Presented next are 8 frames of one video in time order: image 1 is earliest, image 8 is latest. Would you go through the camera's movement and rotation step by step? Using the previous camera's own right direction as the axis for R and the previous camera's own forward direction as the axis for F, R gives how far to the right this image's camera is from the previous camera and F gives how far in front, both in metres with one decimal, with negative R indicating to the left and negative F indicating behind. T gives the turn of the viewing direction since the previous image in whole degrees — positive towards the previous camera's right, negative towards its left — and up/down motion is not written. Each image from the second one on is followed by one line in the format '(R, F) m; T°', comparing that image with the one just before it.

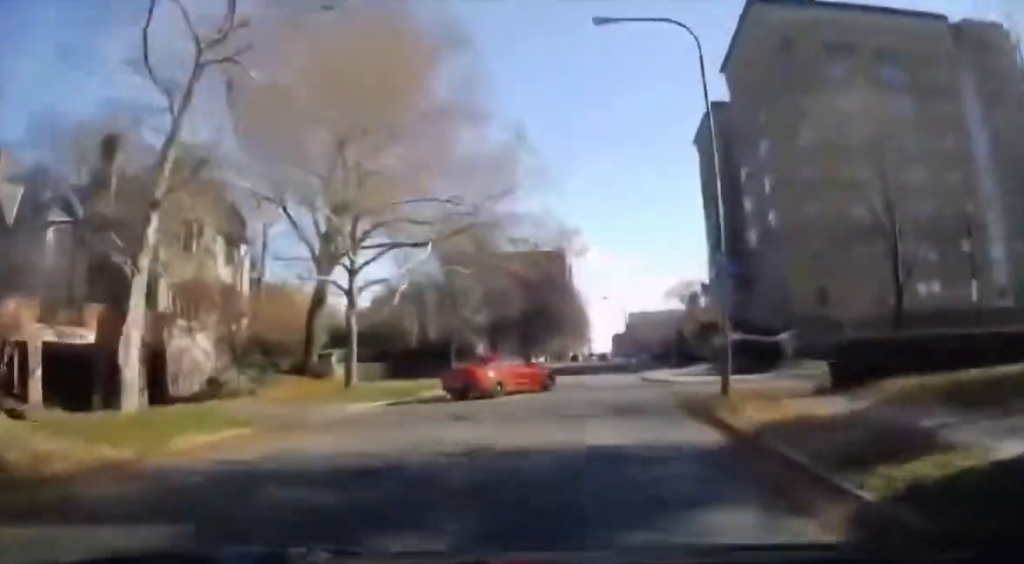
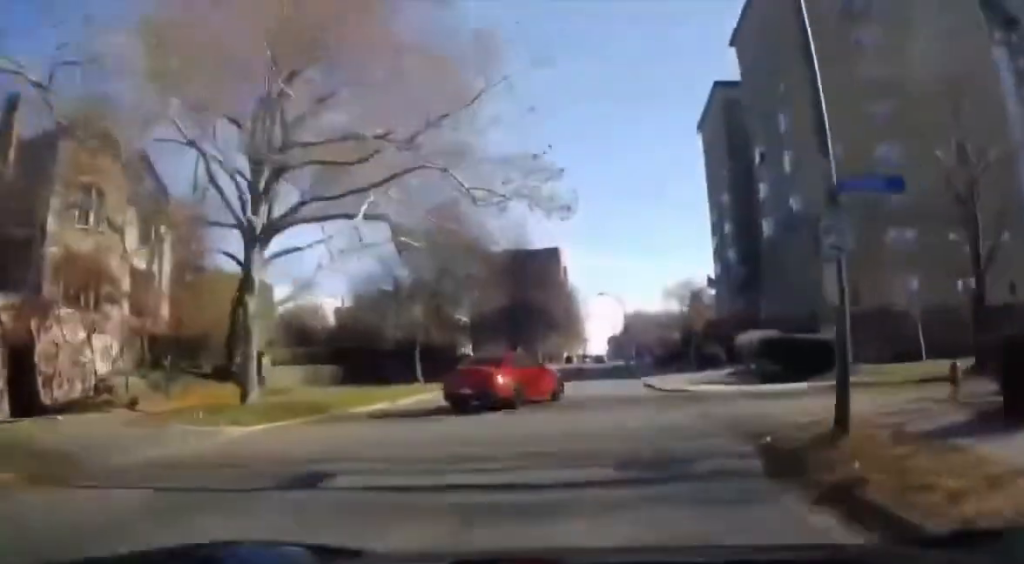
(-0.1, +6.9) m; -1°
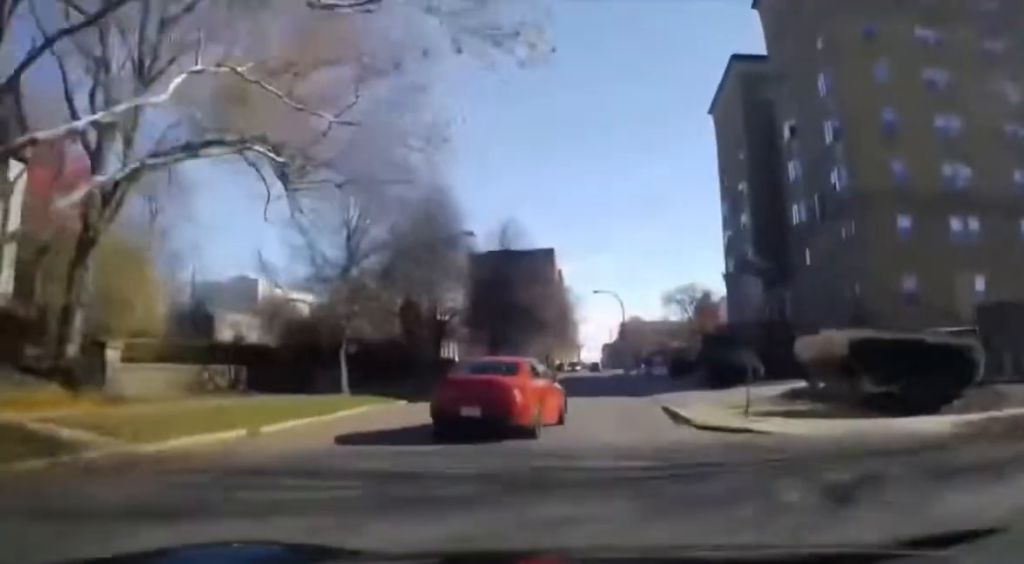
(-0.2, +8.9) m; -1°
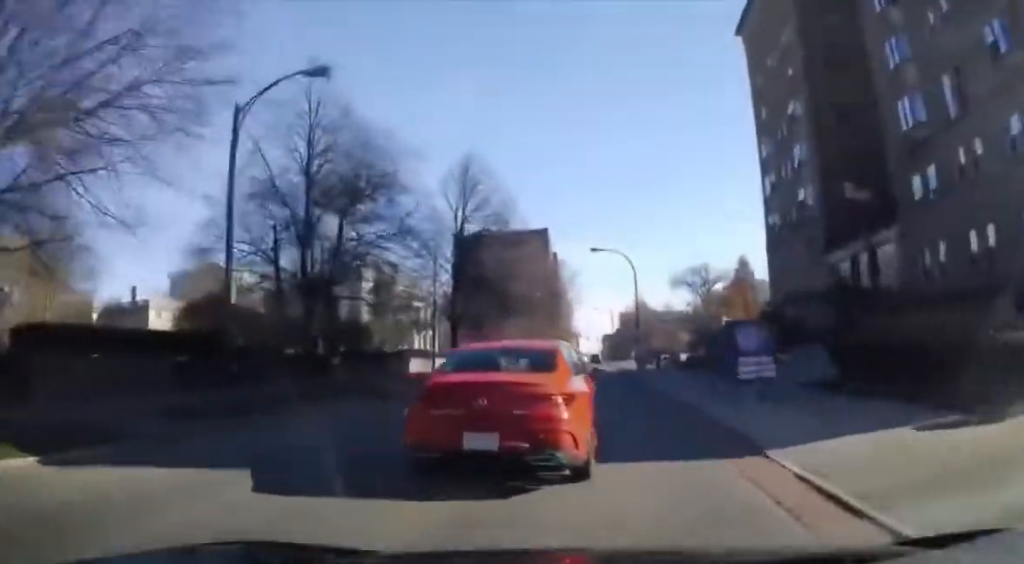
(0.0, +19.1) m; 0°
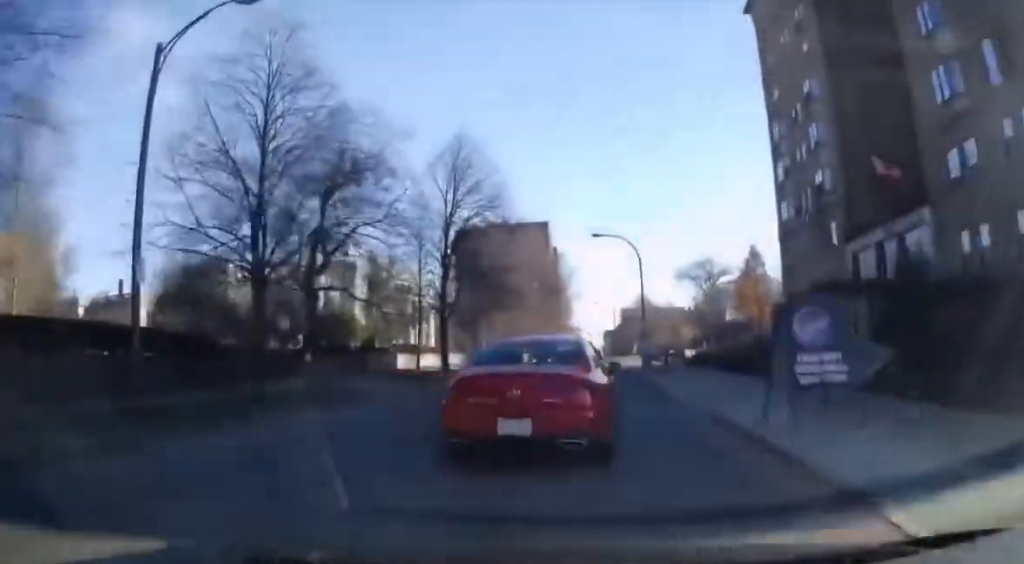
(0.0, +4.5) m; 0°
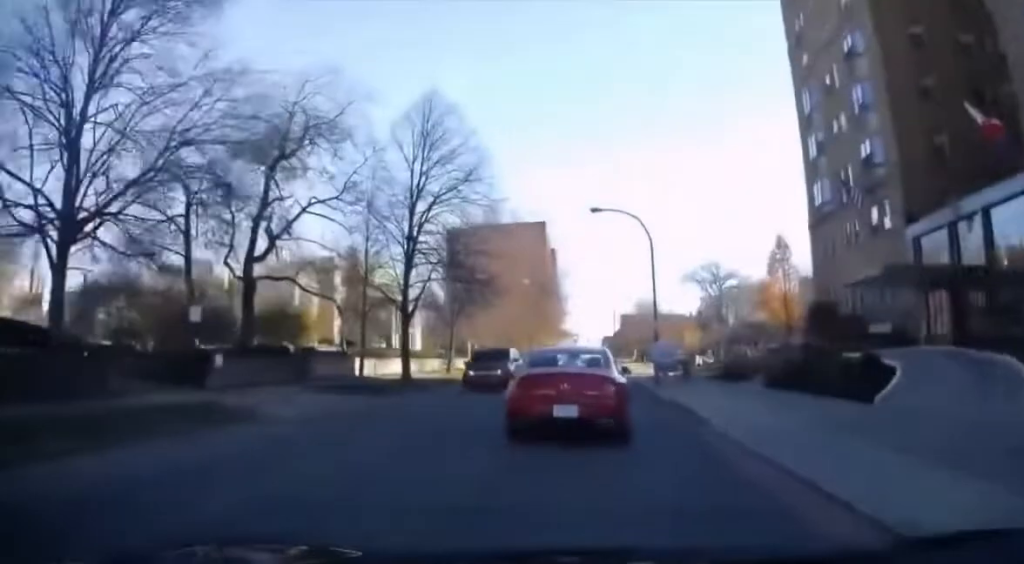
(0.0, +8.8) m; 0°
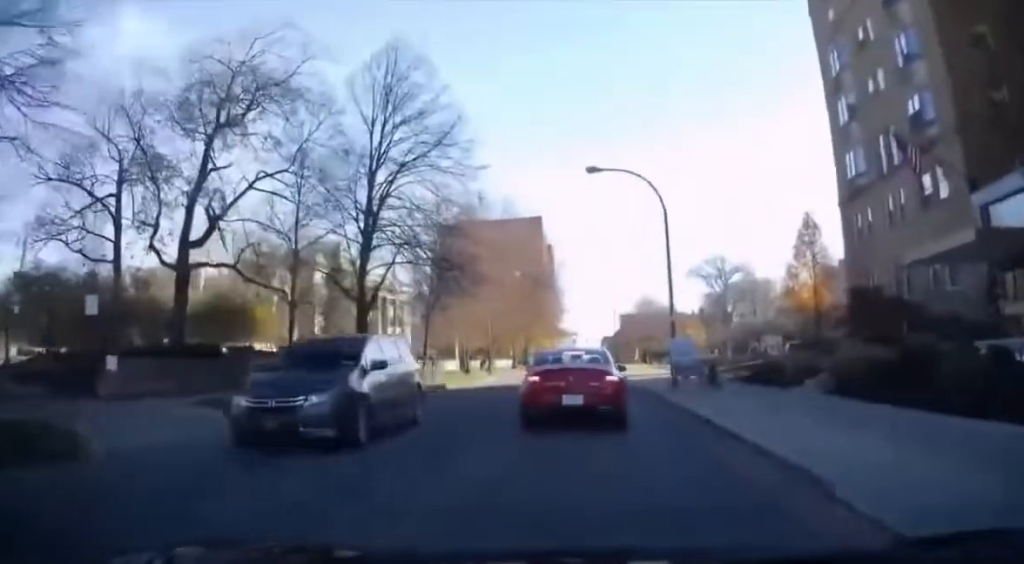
(0.0, +5.9) m; 0°
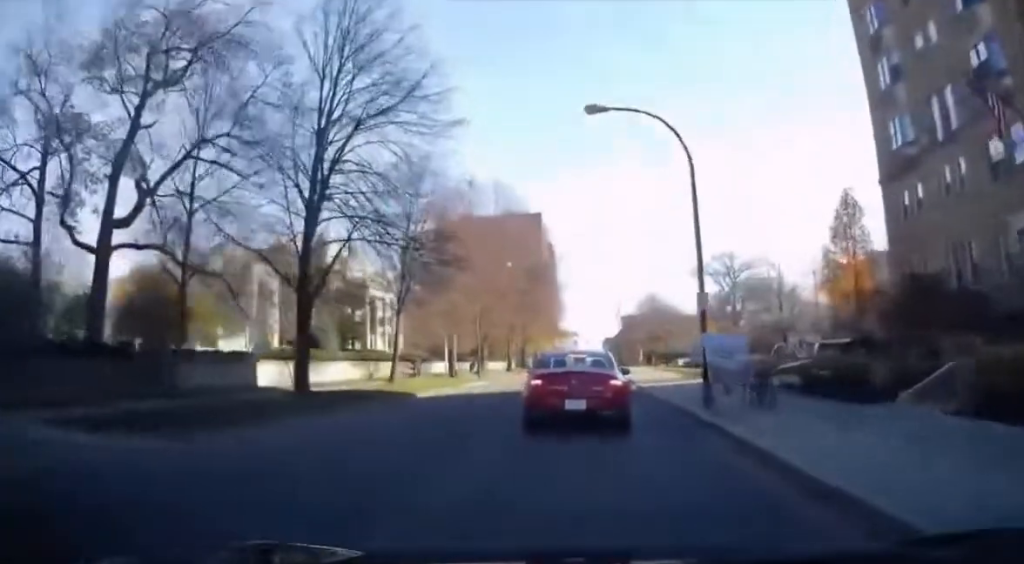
(0.0, +5.0) m; 0°
